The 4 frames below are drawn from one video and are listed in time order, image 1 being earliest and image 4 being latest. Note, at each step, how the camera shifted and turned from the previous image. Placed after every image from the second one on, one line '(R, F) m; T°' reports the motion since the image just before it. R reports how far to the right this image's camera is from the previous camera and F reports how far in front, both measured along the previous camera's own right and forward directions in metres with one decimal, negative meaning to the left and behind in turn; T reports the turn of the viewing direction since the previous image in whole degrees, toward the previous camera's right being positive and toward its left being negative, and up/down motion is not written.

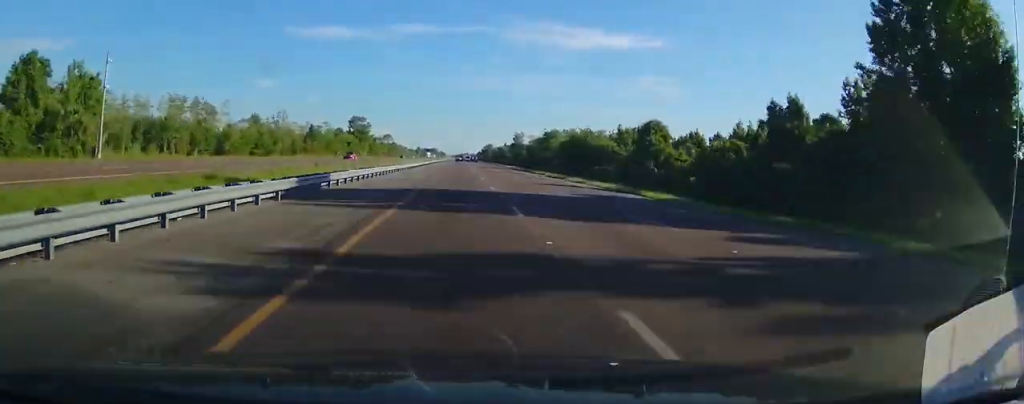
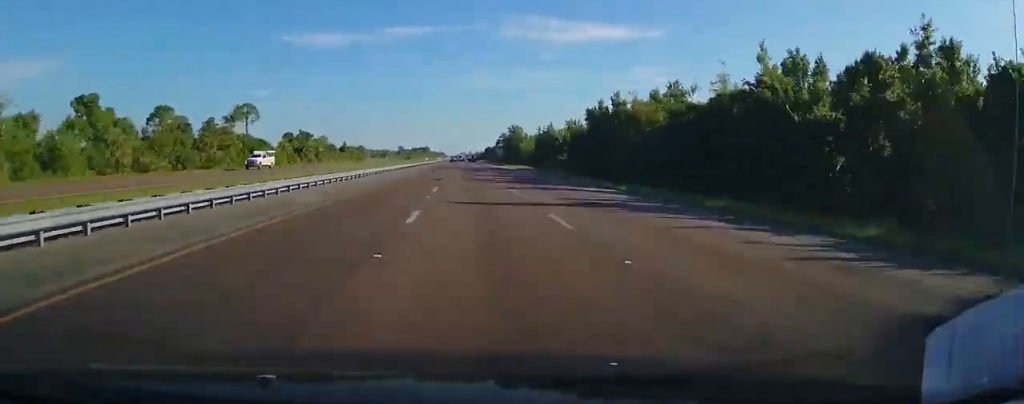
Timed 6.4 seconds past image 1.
(-2.2, +226.2) m; -1°
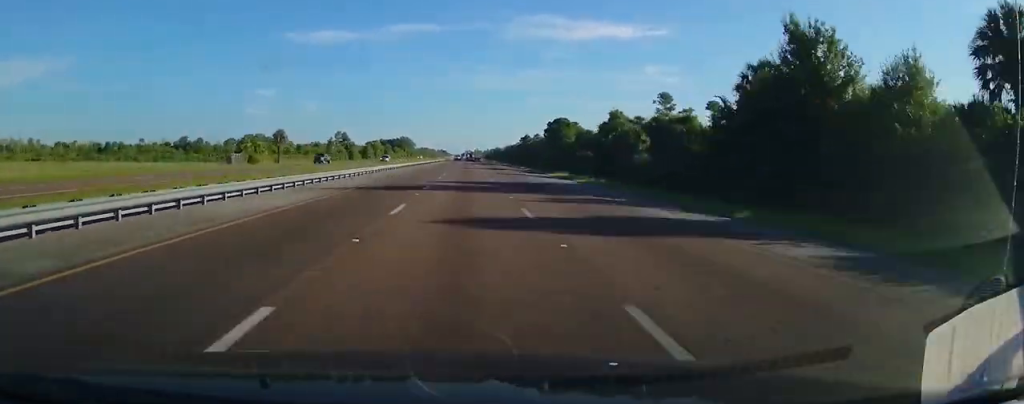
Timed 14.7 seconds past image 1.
(+0.4, +288.7) m; 0°
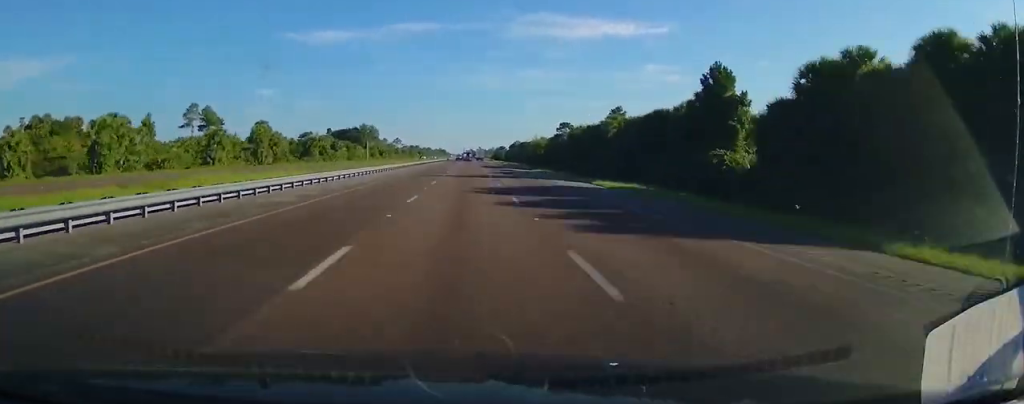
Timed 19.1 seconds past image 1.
(+0.4, +152.7) m; 0°
